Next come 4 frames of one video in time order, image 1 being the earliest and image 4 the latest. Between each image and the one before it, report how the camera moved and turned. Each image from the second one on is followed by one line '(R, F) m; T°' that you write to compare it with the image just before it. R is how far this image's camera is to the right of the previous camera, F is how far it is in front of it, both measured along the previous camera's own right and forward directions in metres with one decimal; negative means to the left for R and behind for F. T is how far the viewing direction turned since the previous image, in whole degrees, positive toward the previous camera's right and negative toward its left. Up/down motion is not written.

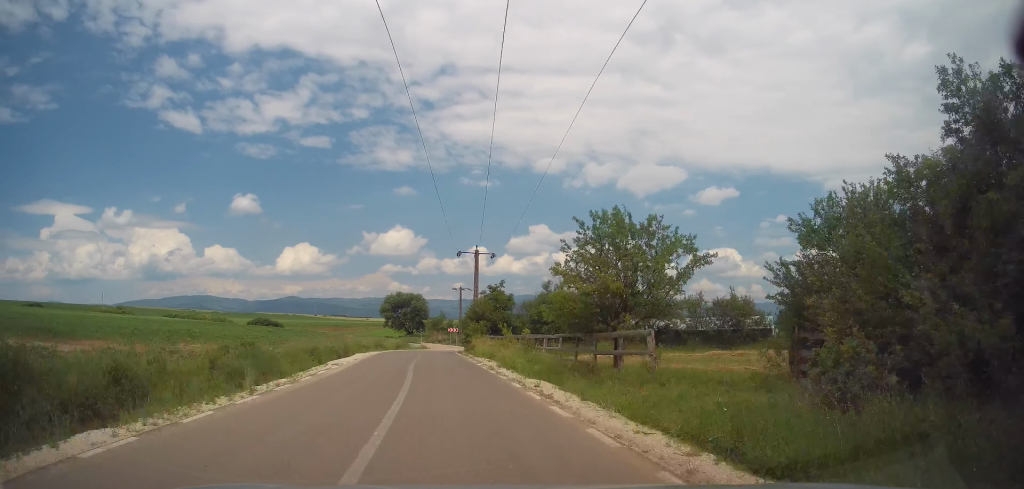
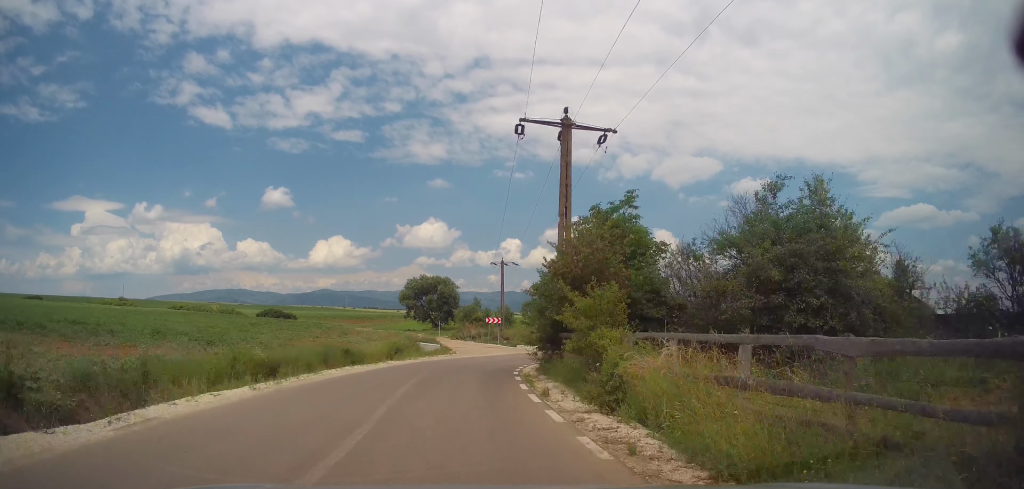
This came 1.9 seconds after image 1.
(-1.4, +27.4) m; -4°
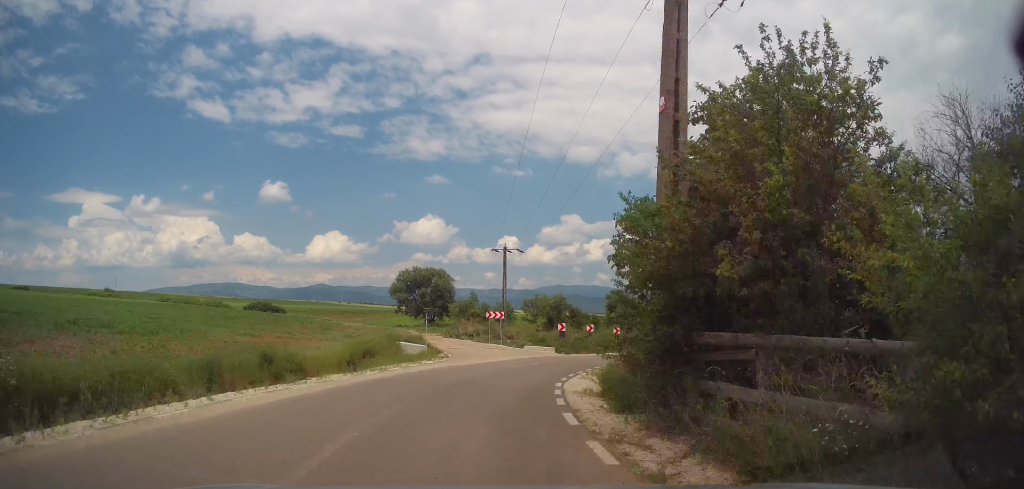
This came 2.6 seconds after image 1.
(0.0, +9.3) m; 0°
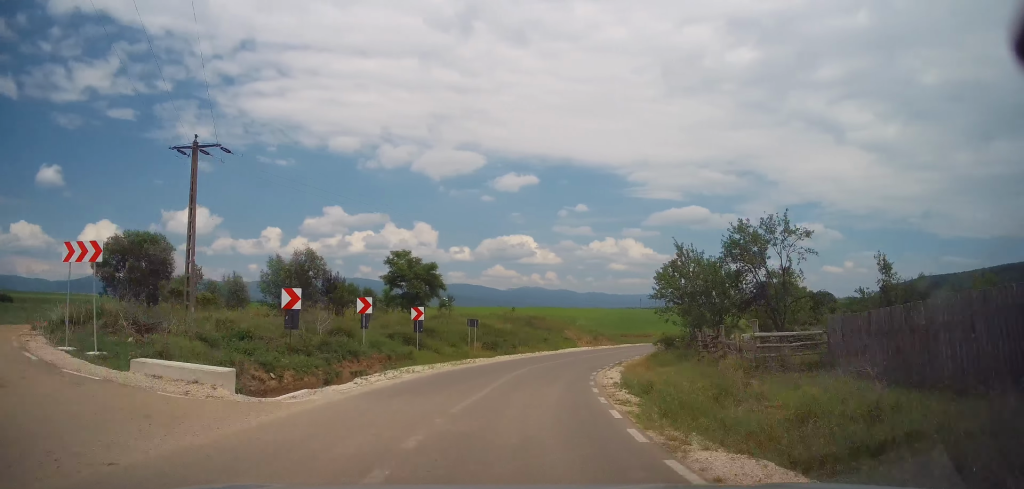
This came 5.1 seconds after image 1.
(+4.1, +30.9) m; +22°
